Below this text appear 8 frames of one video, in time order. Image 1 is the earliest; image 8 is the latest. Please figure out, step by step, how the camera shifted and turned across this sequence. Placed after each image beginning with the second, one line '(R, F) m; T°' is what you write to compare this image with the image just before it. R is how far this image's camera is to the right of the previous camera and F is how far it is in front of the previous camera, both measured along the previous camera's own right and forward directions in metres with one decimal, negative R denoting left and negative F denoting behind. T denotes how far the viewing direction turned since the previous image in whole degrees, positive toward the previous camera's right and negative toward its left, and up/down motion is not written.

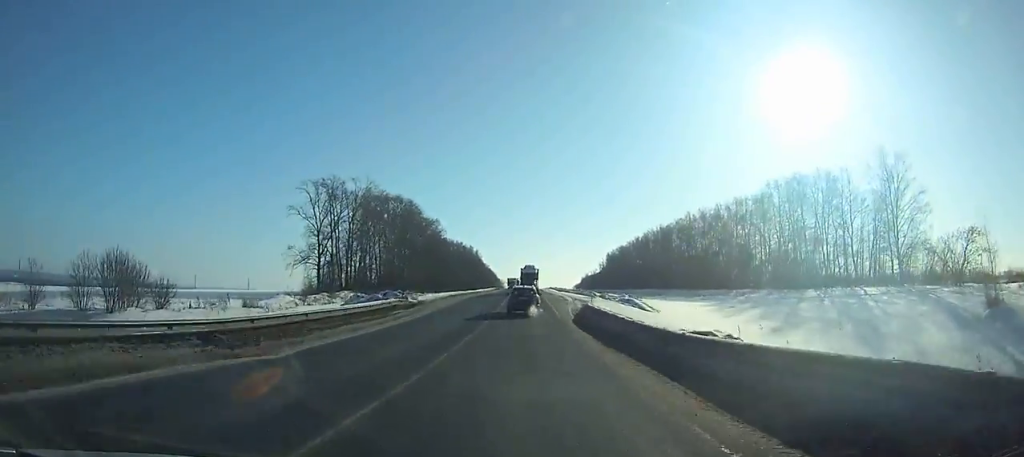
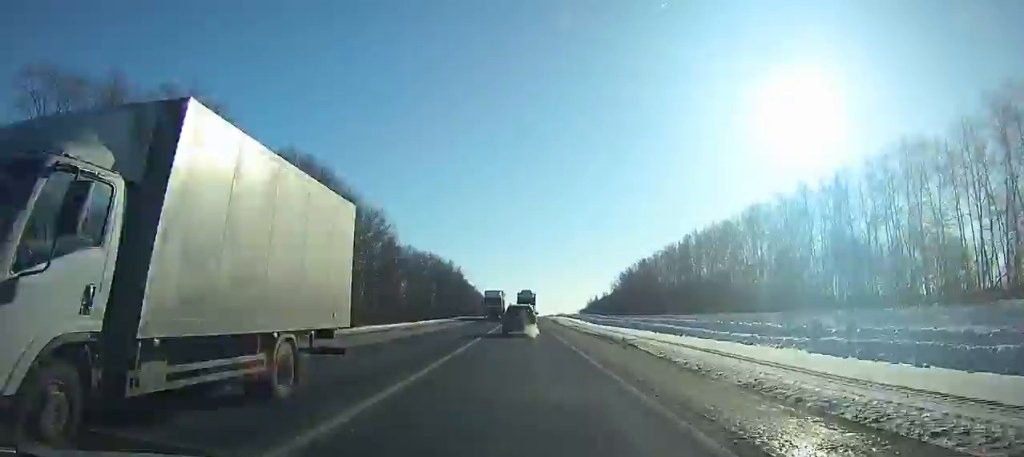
(+0.1, +71.3) m; 0°
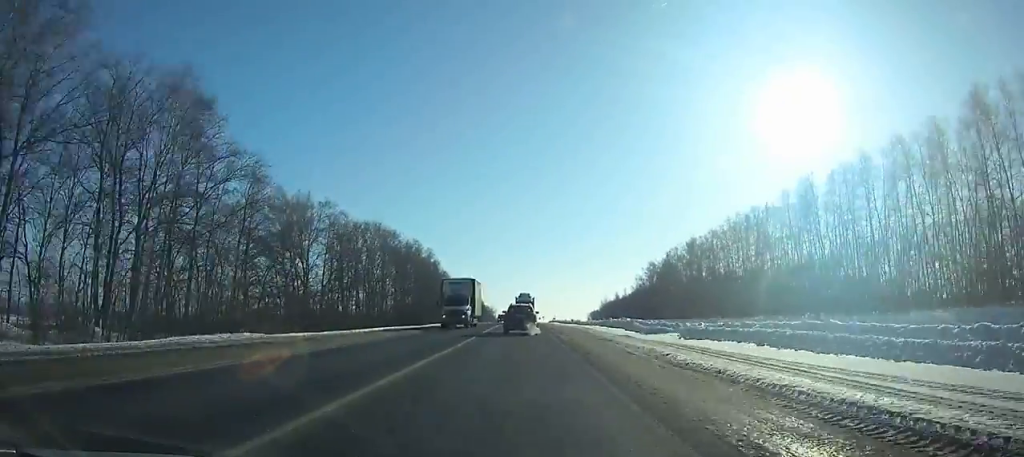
(-0.1, +80.0) m; 0°
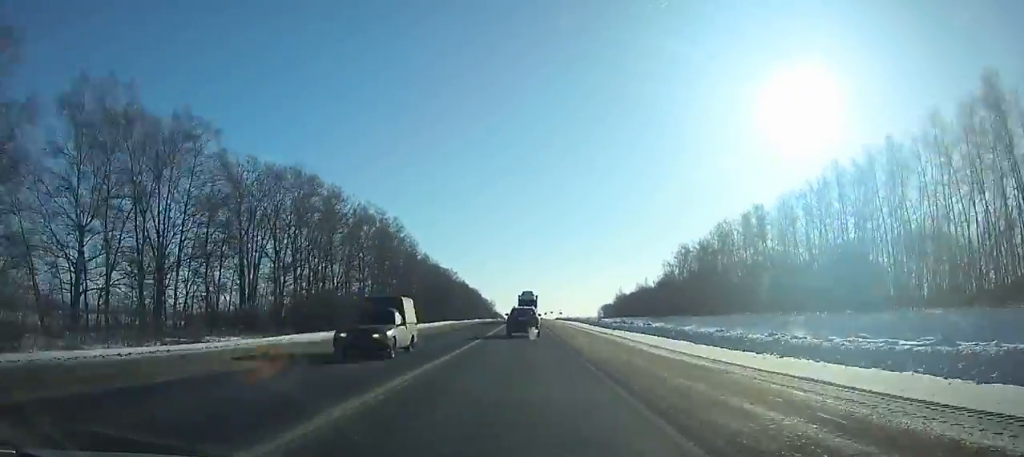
(0.0, +50.2) m; 0°
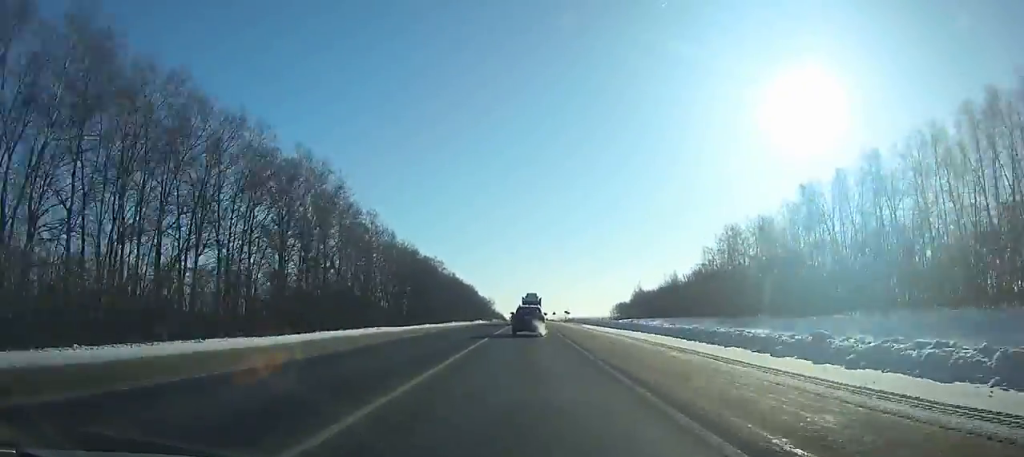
(0.0, +47.8) m; 0°
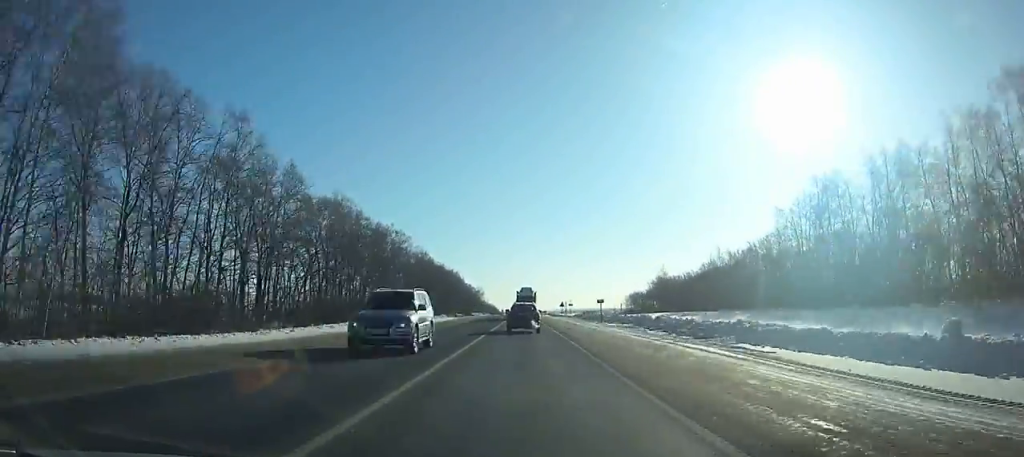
(0.0, +57.5) m; 0°
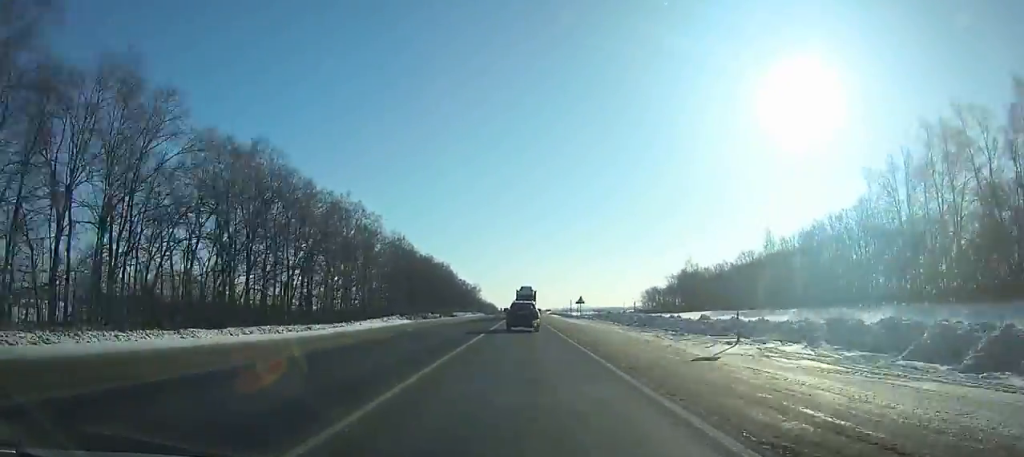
(-0.1, +34.5) m; 0°
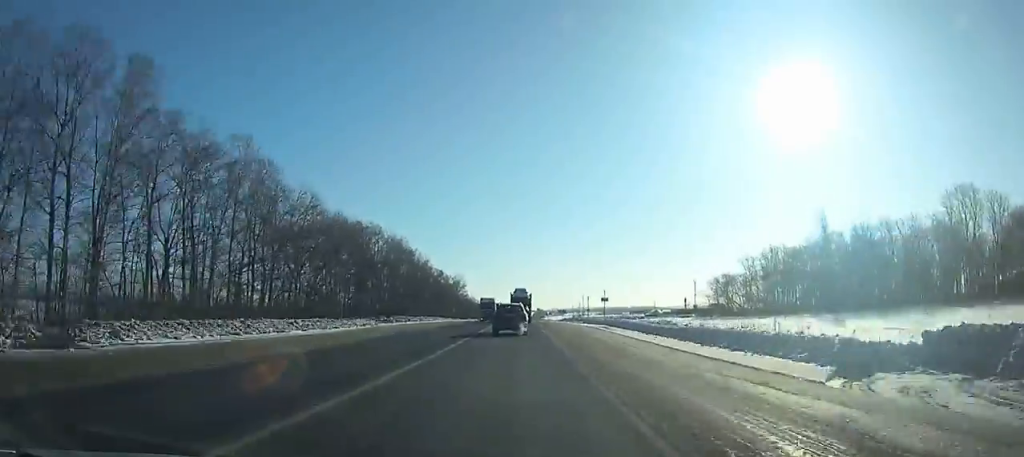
(+0.3, +85.5) m; 0°
